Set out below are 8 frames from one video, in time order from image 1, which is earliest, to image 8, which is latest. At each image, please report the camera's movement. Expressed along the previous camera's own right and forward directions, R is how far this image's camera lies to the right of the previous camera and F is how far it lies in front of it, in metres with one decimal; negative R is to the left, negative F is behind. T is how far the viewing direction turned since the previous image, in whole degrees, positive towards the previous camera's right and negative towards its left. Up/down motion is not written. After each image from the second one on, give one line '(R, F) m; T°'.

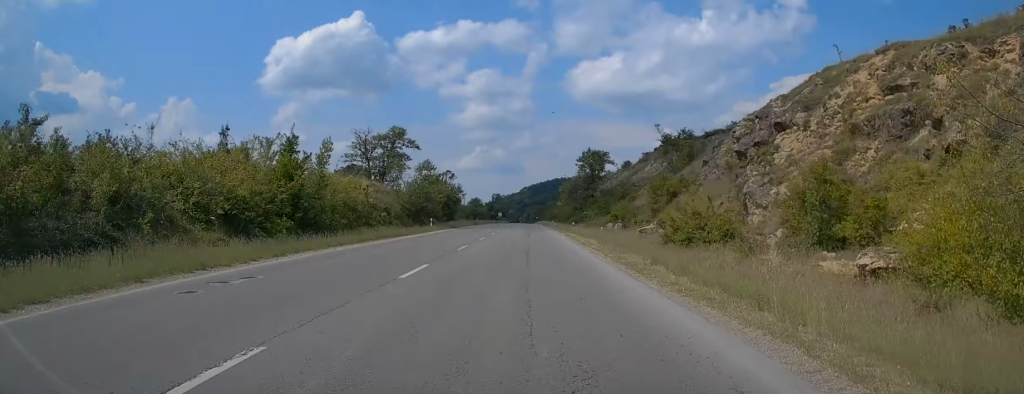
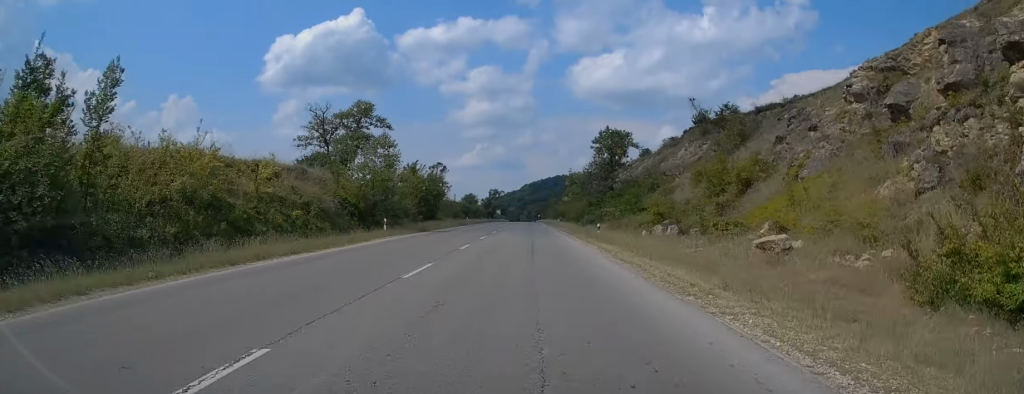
(-0.4, +18.3) m; 0°
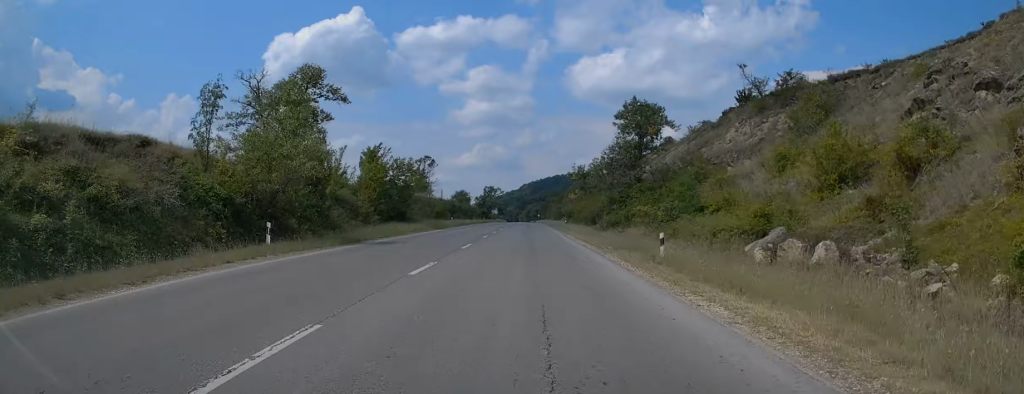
(+0.2, +16.8) m; 0°
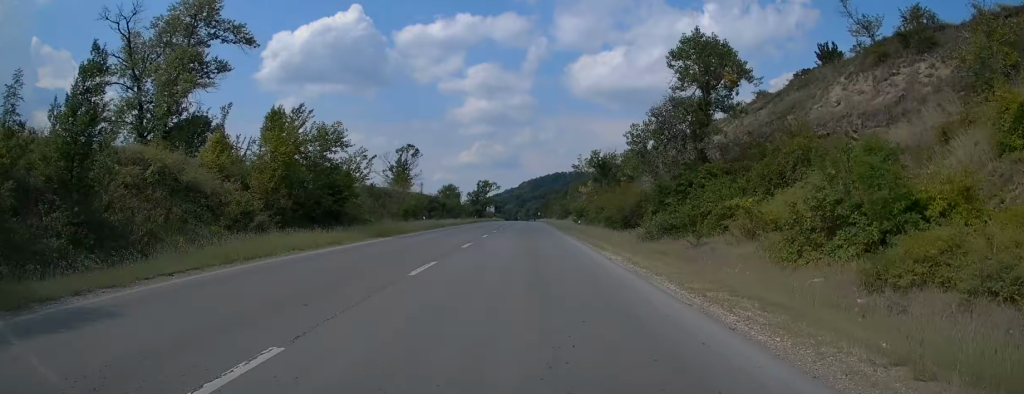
(0.0, +18.4) m; 0°
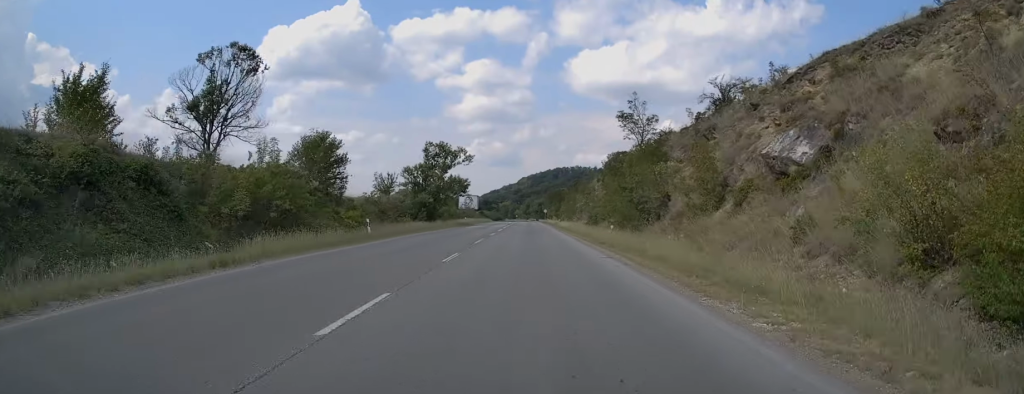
(-0.3, +68.1) m; 0°
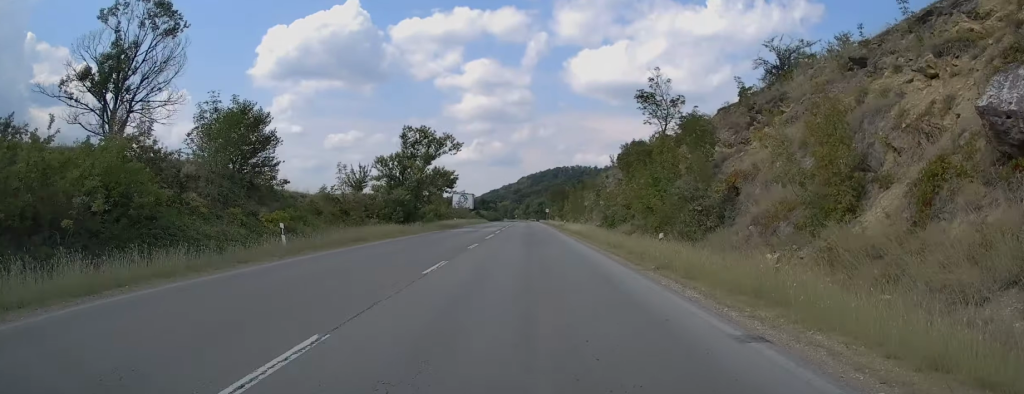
(+0.3, +11.7) m; 0°
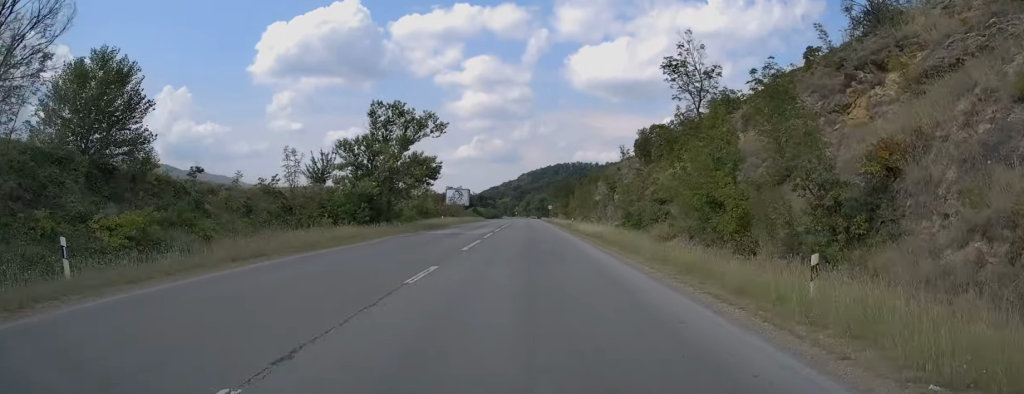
(0.0, +10.9) m; 0°
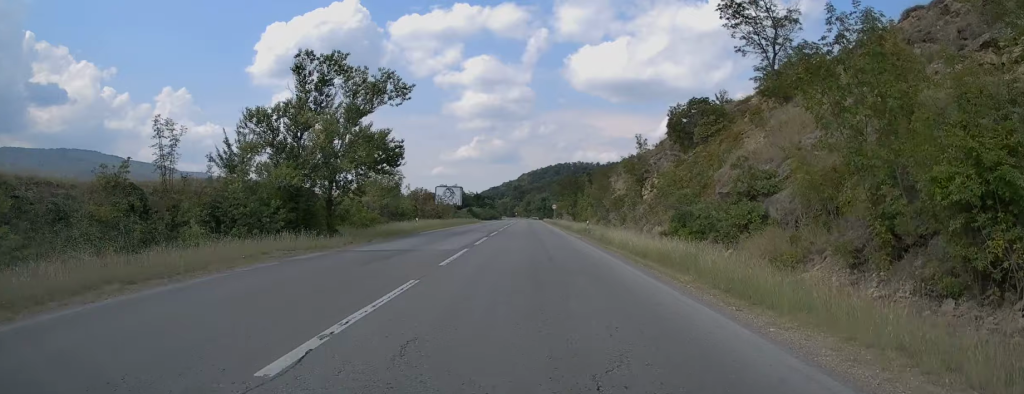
(-0.3, +14.1) m; 0°
